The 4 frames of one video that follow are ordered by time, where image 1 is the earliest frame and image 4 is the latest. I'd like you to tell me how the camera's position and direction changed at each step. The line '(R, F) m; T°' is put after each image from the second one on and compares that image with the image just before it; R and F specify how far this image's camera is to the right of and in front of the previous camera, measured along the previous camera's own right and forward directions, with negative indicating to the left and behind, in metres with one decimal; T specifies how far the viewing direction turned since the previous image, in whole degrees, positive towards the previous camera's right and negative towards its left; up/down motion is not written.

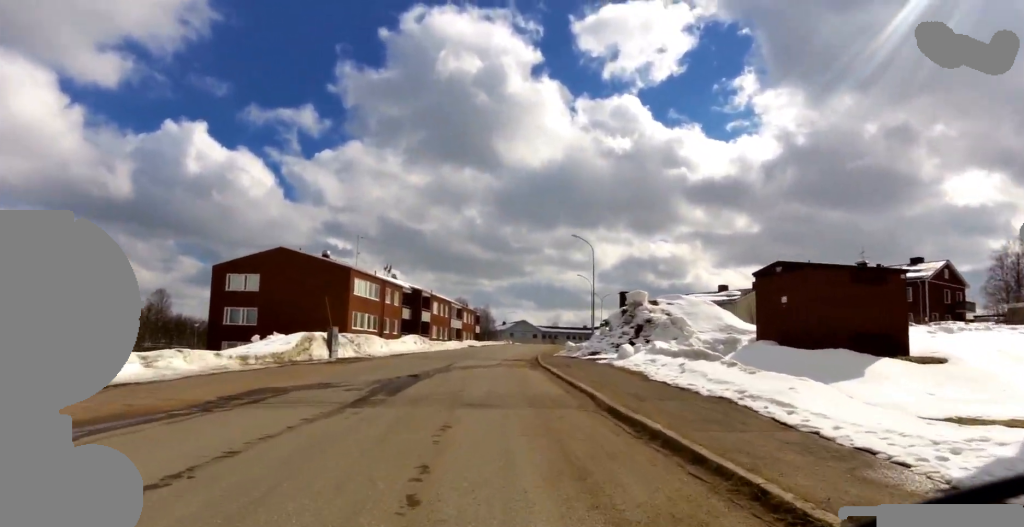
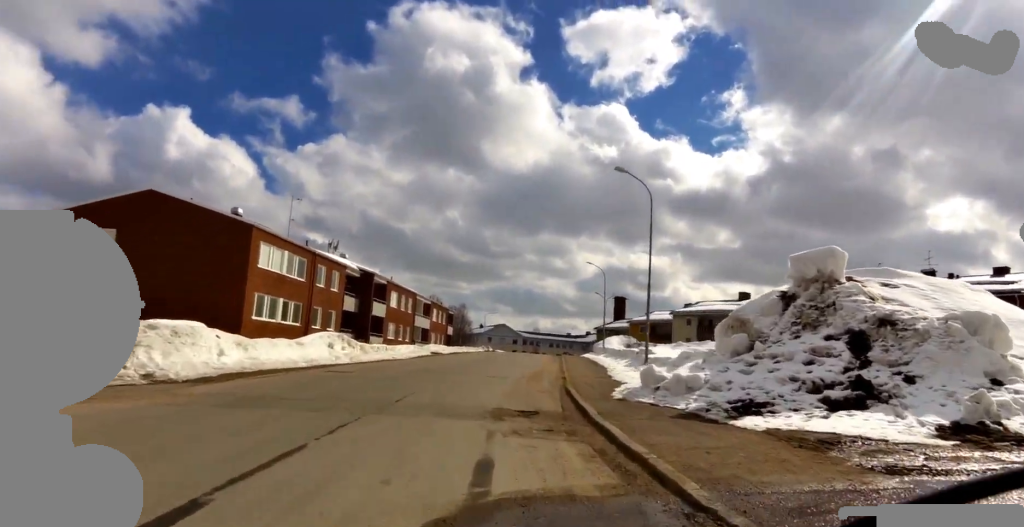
(-1.1, +17.0) m; -3°
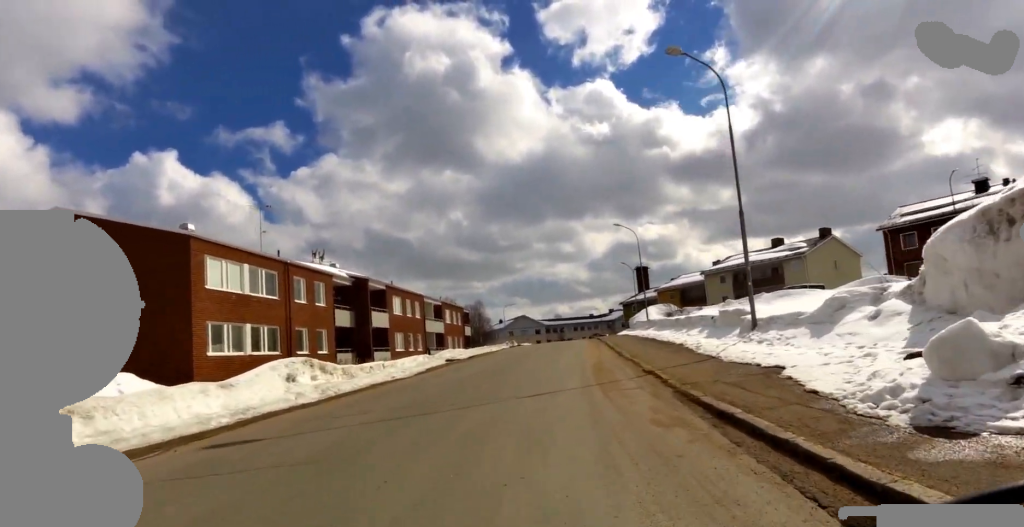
(-0.1, +7.1) m; +4°
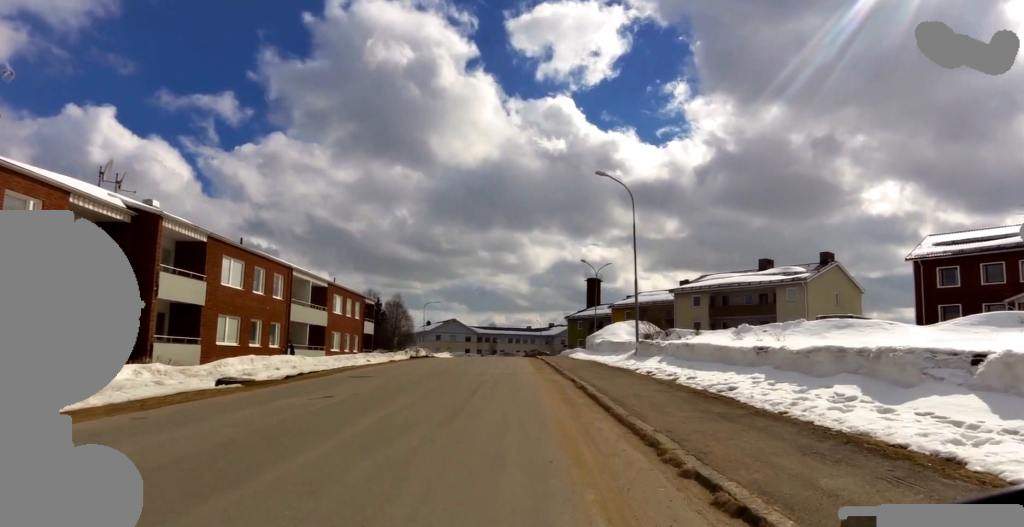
(+3.0, +16.7) m; +5°
